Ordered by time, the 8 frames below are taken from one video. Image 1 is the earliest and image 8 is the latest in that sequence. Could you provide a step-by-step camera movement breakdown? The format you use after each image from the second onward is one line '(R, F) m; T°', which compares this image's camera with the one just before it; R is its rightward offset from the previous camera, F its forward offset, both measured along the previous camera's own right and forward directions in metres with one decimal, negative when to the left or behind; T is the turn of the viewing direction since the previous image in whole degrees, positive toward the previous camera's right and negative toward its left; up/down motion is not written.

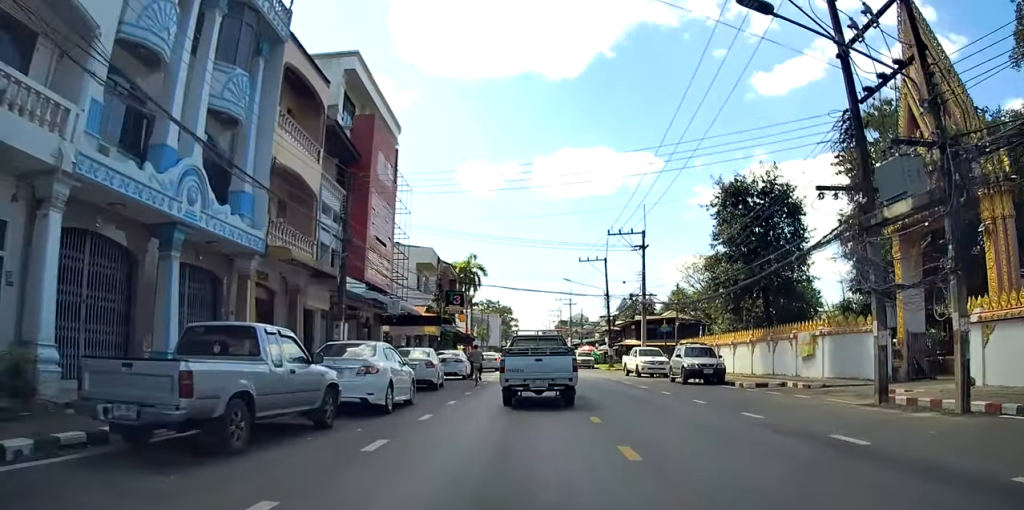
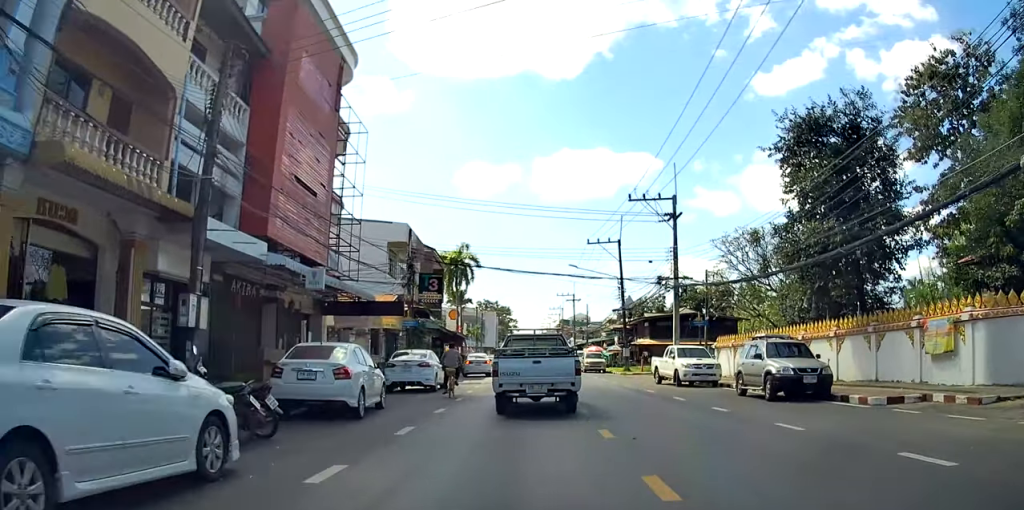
(-0.5, +9.4) m; -2°
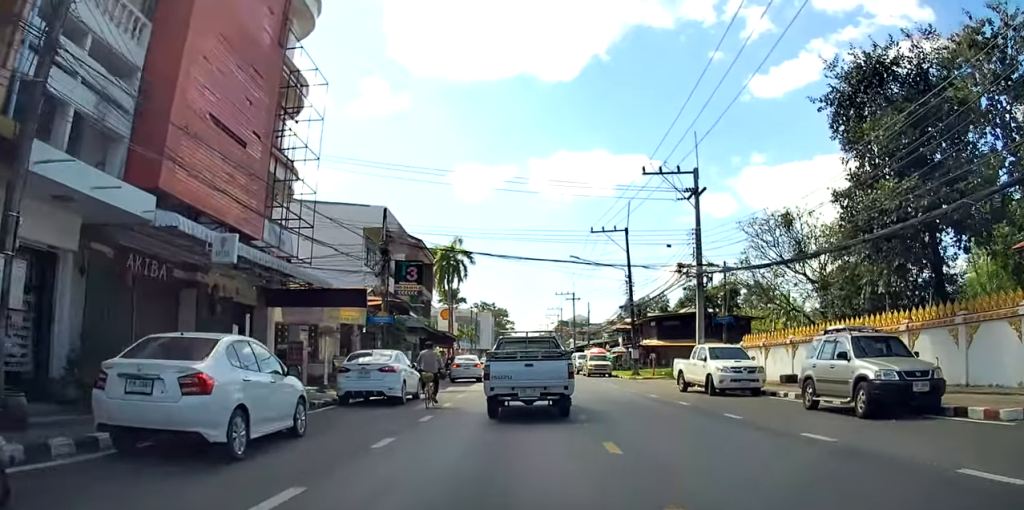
(0.0, +5.4) m; 0°
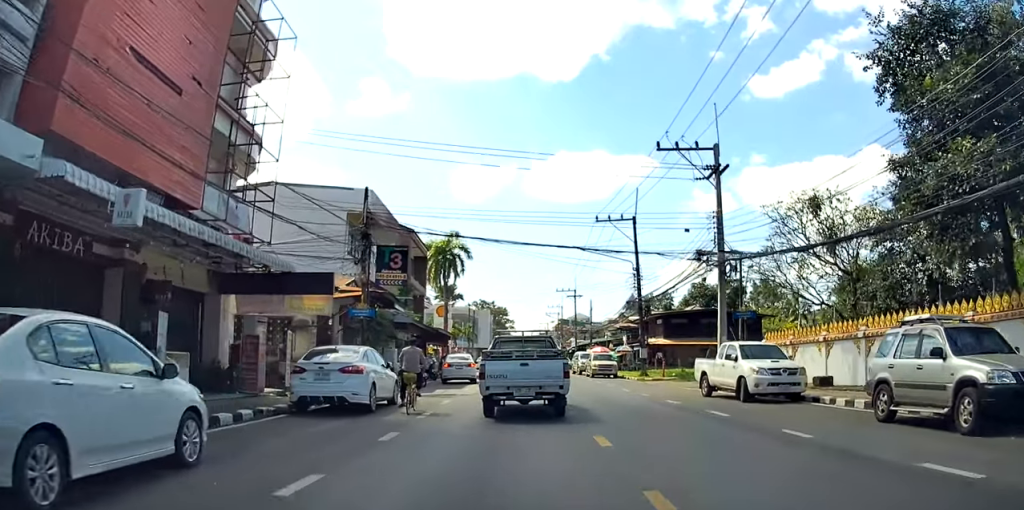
(+0.1, +3.7) m; -1°
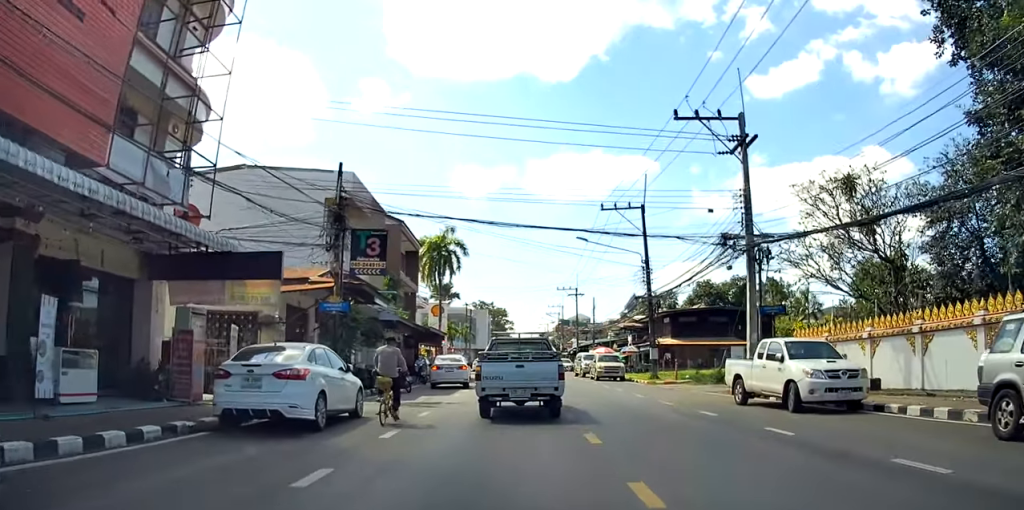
(-0.1, +3.7) m; 0°
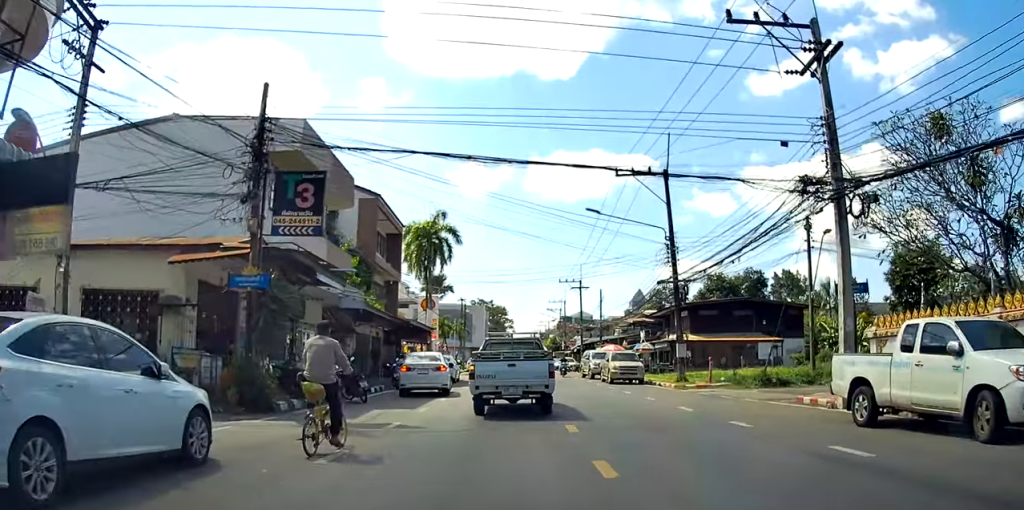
(-0.1, +7.6) m; +1°
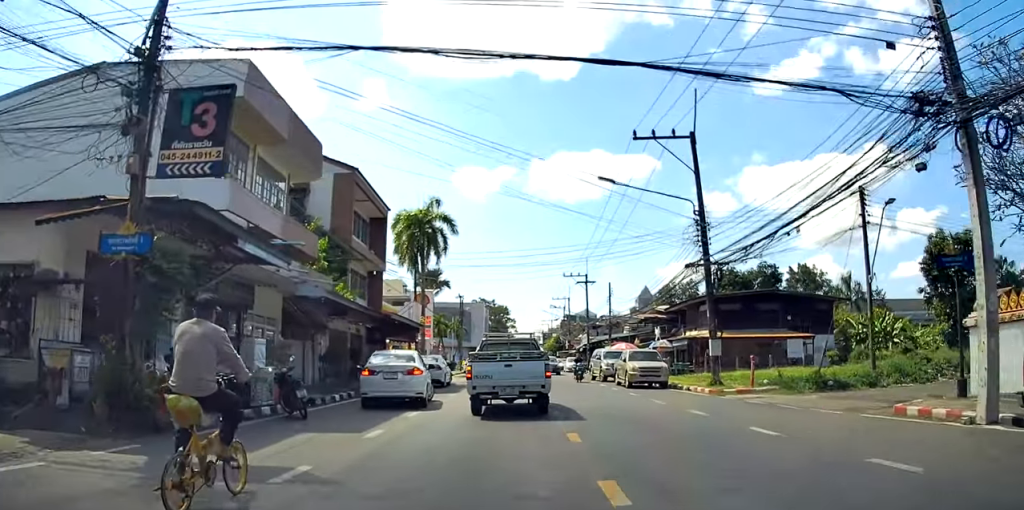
(+0.1, +5.4) m; +2°
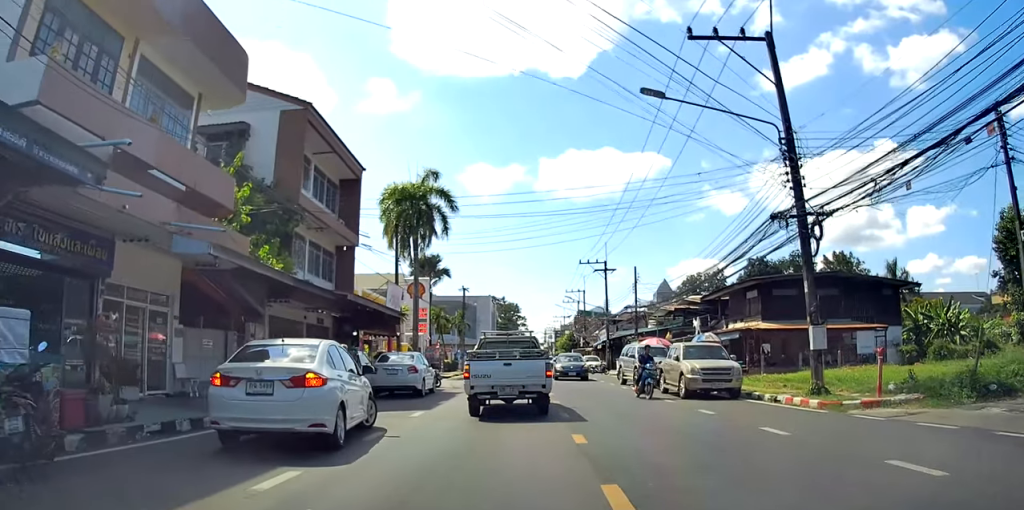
(0.0, +6.7) m; +1°
